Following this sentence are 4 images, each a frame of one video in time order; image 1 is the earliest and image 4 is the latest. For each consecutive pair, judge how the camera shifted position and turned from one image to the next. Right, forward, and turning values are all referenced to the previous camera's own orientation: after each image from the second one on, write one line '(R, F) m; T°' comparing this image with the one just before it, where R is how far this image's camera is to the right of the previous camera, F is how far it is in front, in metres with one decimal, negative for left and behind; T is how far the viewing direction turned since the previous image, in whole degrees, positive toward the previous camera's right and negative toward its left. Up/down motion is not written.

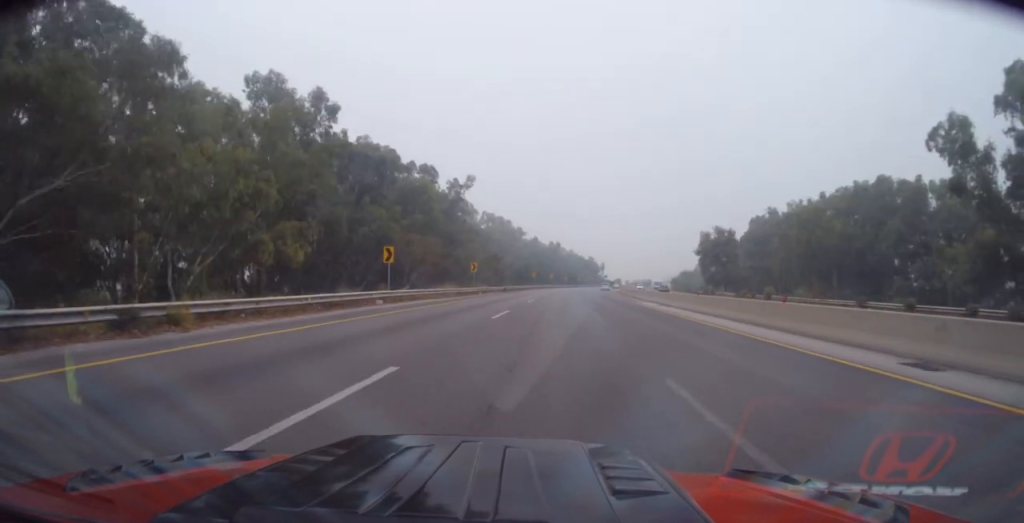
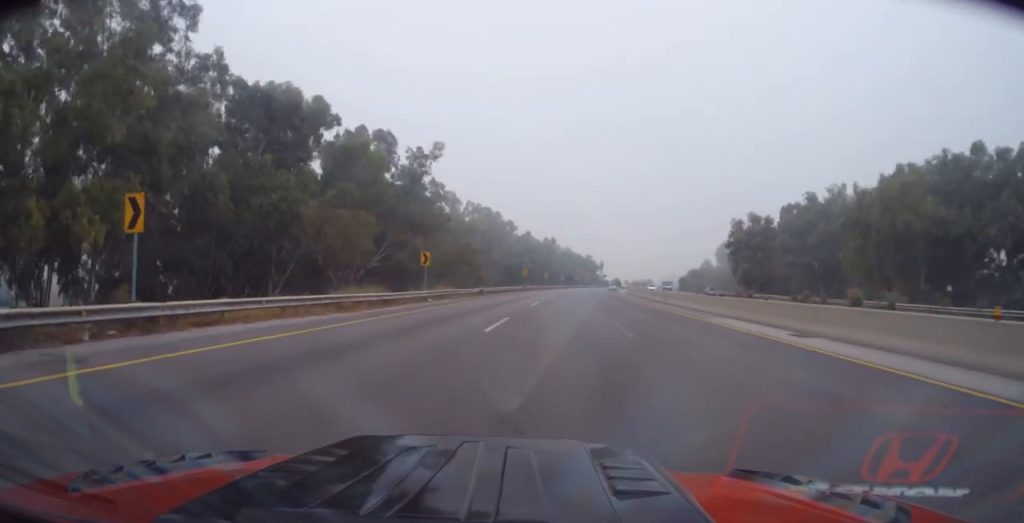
(+0.4, +23.1) m; +1°
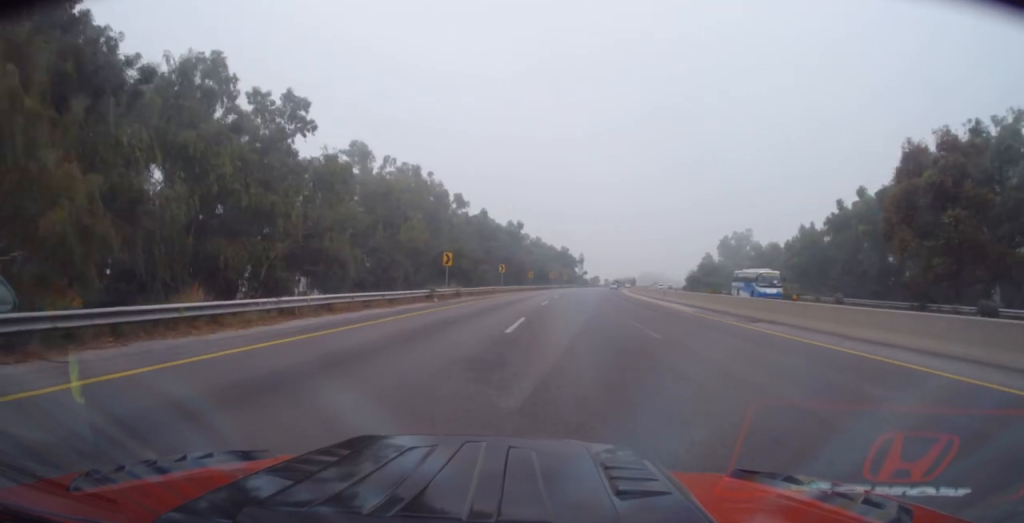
(+1.1, +54.2) m; +2°
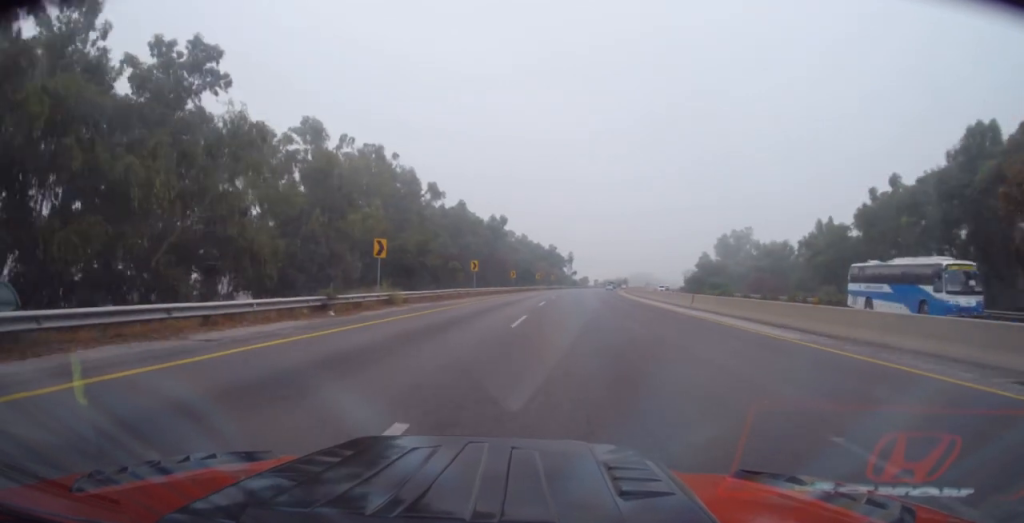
(0.0, +15.4) m; +1°
